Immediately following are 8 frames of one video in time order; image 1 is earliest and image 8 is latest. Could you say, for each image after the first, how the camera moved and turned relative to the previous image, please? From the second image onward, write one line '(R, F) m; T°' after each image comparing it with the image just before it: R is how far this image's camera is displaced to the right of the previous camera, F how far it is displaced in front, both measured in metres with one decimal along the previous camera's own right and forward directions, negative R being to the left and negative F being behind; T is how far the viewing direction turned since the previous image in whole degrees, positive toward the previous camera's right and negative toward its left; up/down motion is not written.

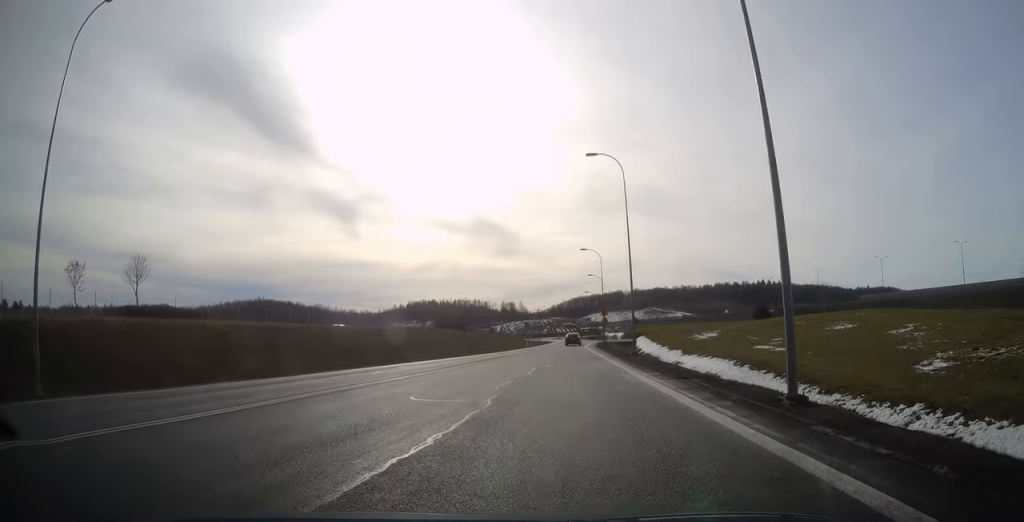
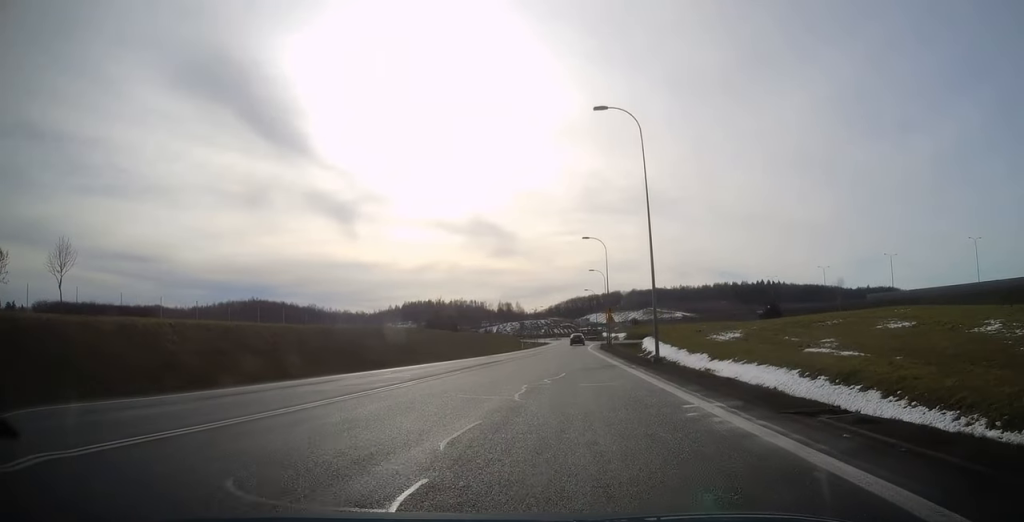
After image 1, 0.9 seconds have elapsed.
(0.0, +7.5) m; 0°
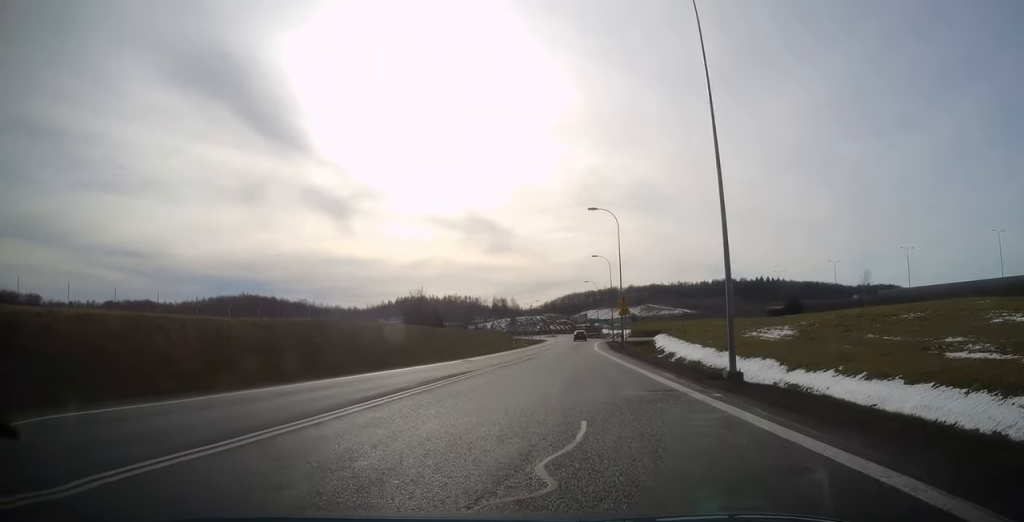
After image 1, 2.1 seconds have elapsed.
(+0.1, +11.4) m; +1°
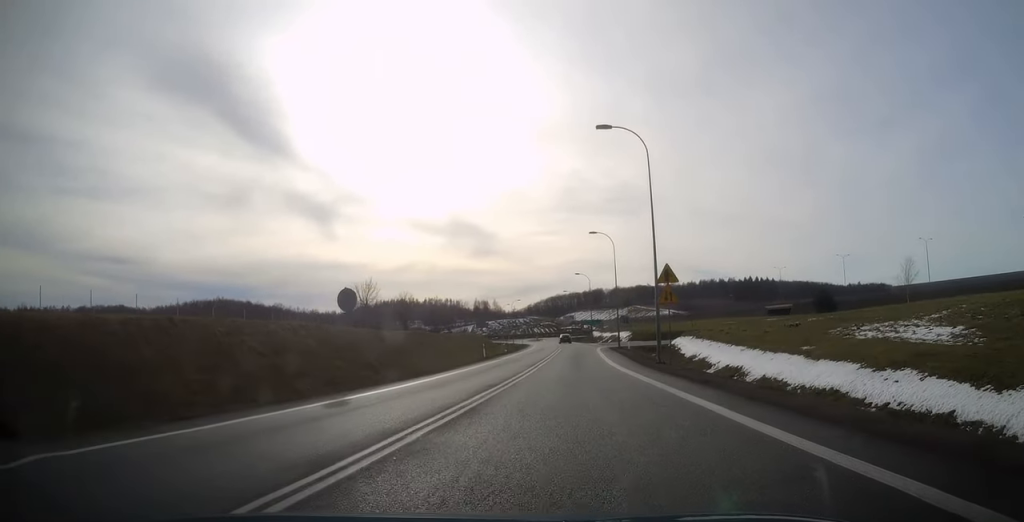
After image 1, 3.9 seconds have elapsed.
(+0.1, +18.4) m; +1°
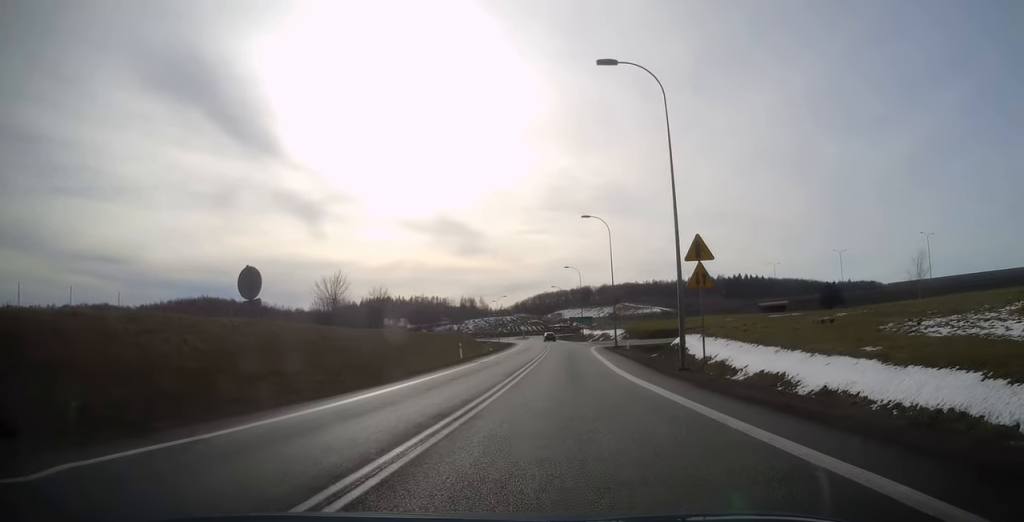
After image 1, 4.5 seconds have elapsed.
(0.0, +6.3) m; +1°
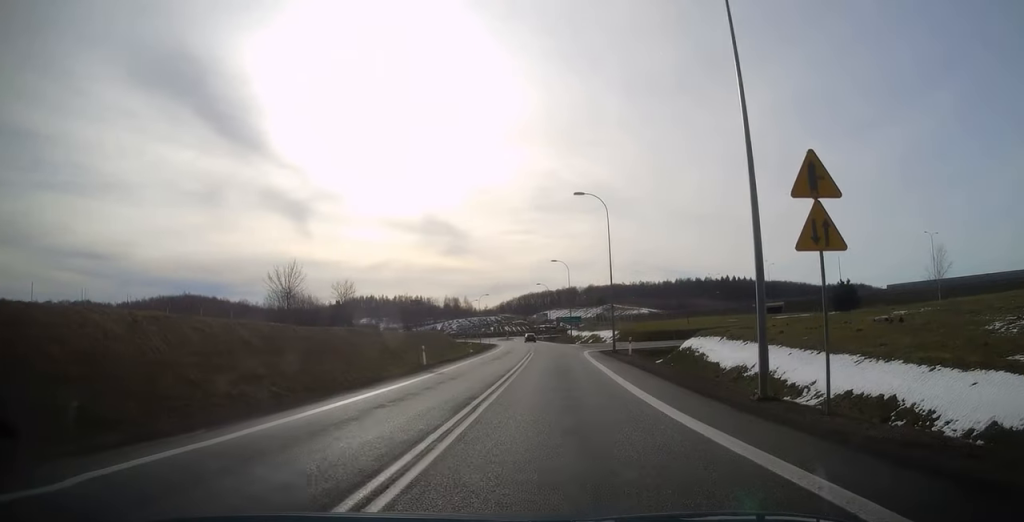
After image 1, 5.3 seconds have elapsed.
(0.0, +8.0) m; +1°
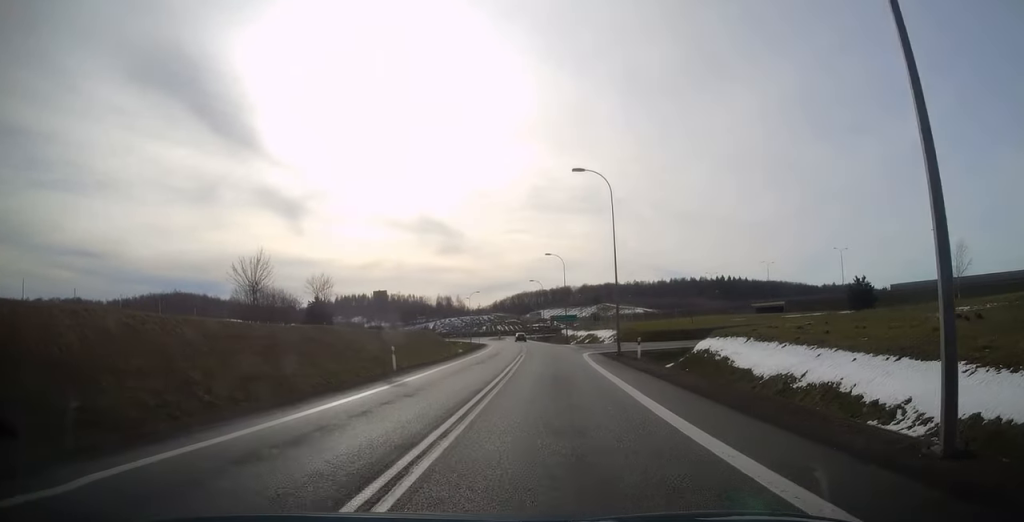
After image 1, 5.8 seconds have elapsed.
(+0.1, +5.5) m; +1°
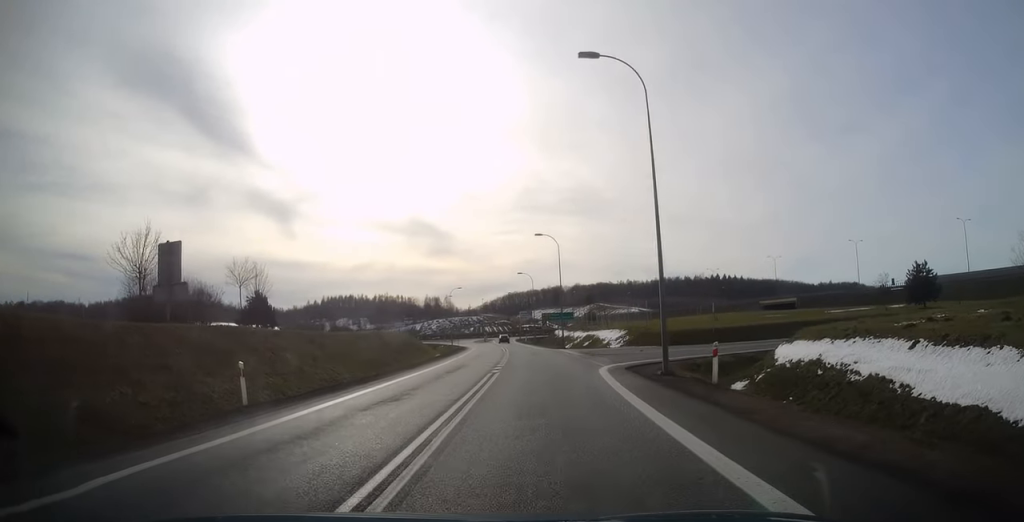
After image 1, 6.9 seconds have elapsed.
(+0.2, +14.2) m; +1°
